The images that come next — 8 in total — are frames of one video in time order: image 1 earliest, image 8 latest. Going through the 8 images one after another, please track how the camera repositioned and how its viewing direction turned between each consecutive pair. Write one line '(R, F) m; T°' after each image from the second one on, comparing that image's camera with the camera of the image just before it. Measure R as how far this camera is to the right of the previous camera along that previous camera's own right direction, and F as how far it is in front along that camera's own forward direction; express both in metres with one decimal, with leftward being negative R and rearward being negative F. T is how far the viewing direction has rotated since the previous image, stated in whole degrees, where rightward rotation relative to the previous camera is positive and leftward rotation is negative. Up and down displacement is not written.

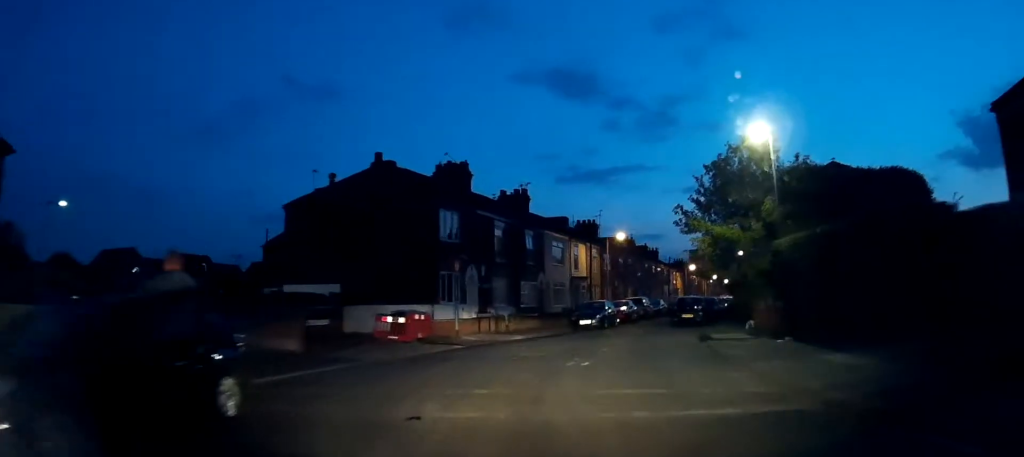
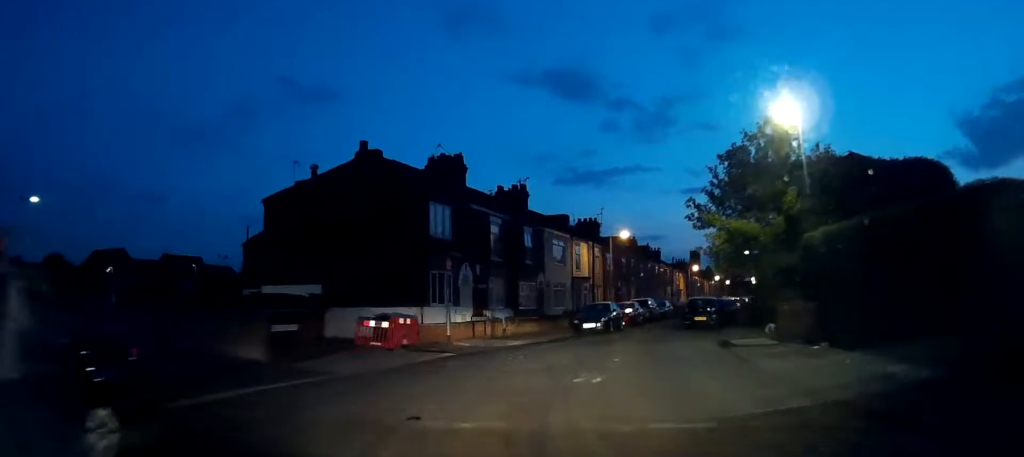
(0.0, +2.1) m; +3°
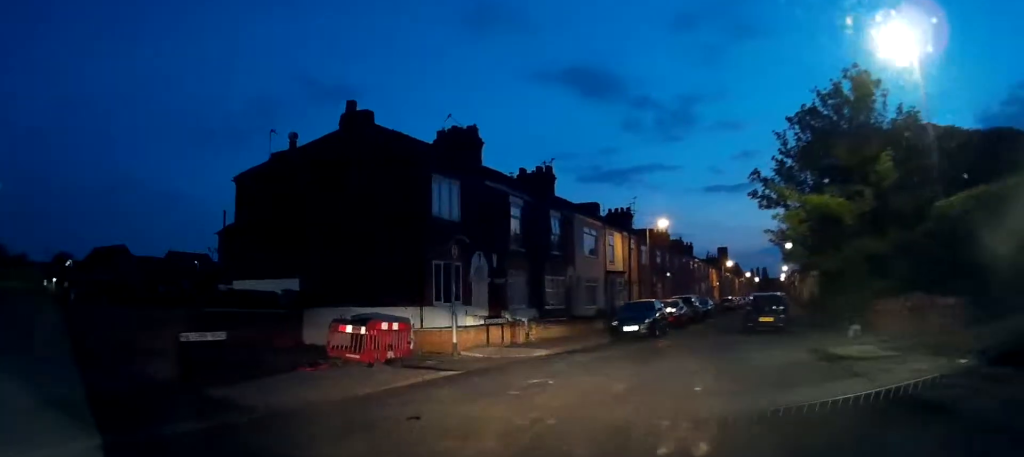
(+0.3, +4.9) m; +4°
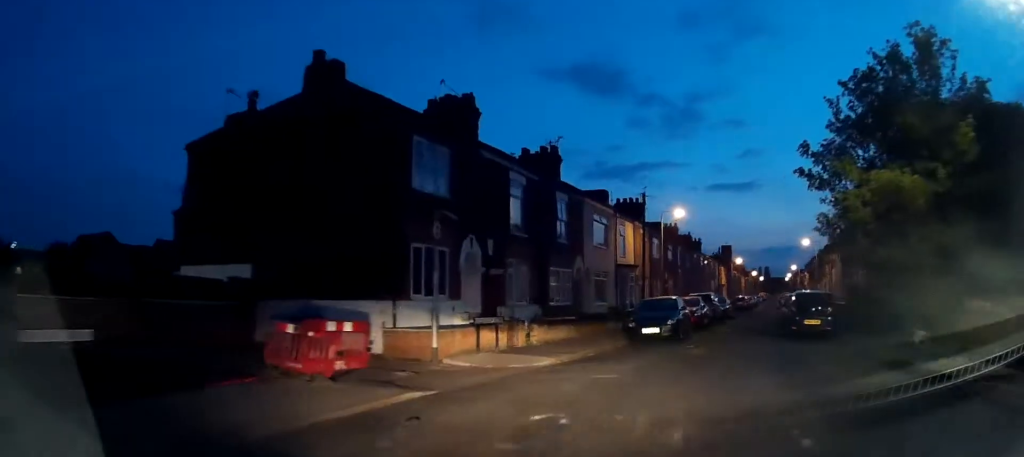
(+0.1, +3.9) m; +2°
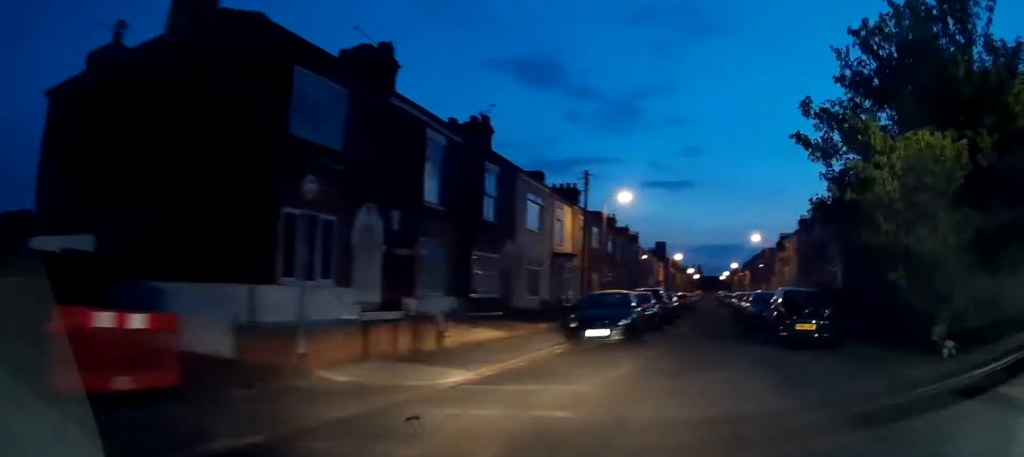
(0.0, +4.4) m; 0°
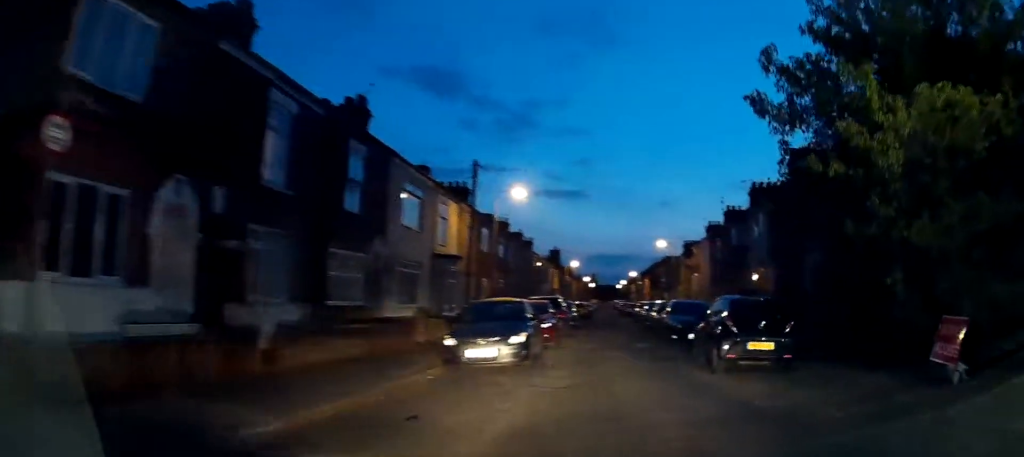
(0.0, +3.8) m; +3°
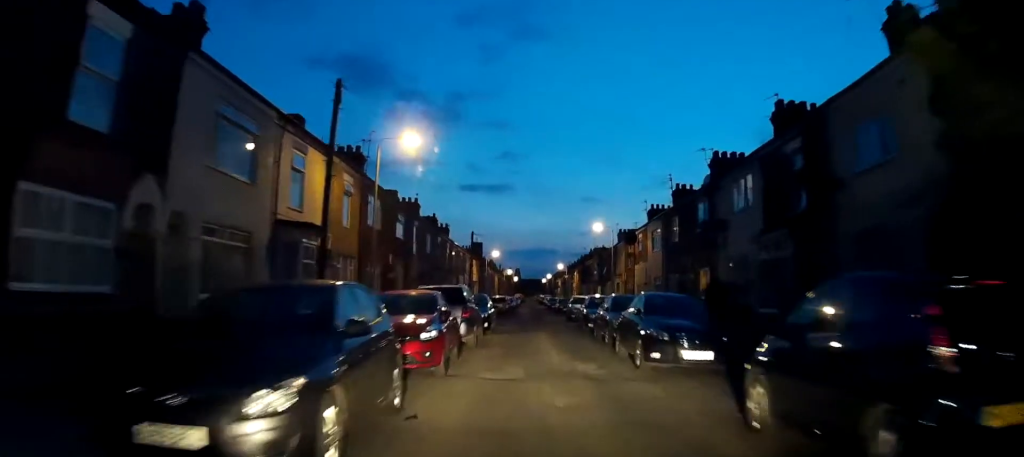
(+0.7, +7.7) m; +15°
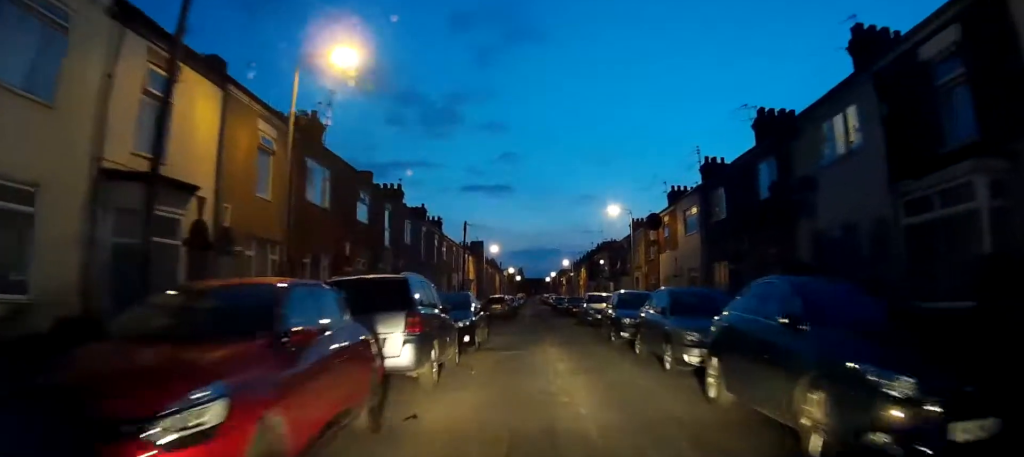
(+0.8, +6.8) m; +6°
